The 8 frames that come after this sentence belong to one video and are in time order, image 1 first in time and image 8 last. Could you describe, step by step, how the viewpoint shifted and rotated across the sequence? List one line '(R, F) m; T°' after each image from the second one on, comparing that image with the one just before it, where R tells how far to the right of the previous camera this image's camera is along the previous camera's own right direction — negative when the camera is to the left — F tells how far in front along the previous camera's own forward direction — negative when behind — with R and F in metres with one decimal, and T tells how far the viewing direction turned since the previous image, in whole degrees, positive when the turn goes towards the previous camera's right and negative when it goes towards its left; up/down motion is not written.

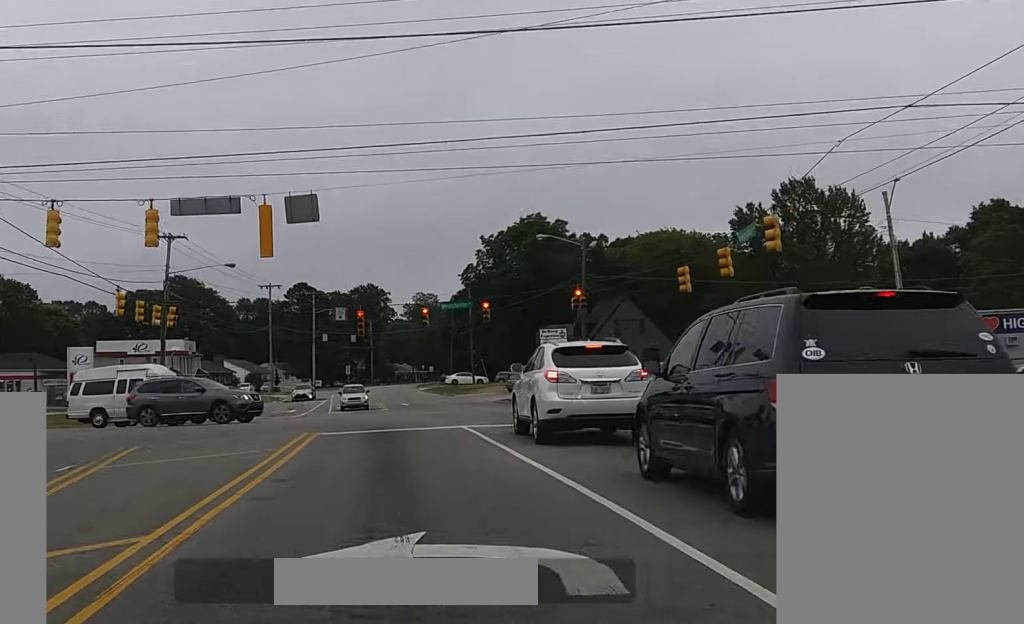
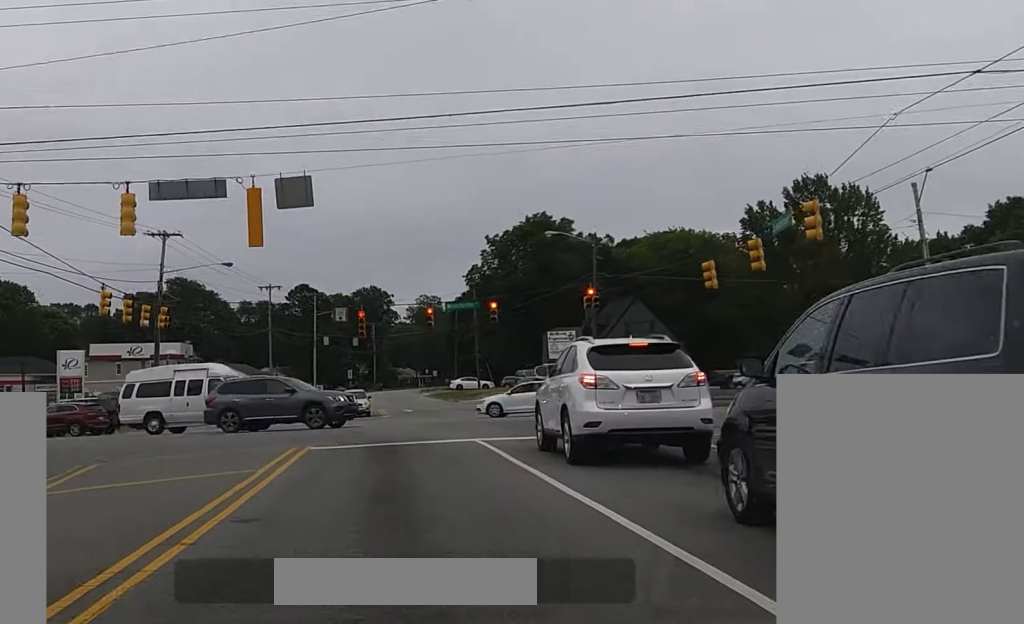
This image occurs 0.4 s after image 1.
(+0.3, +2.8) m; 0°
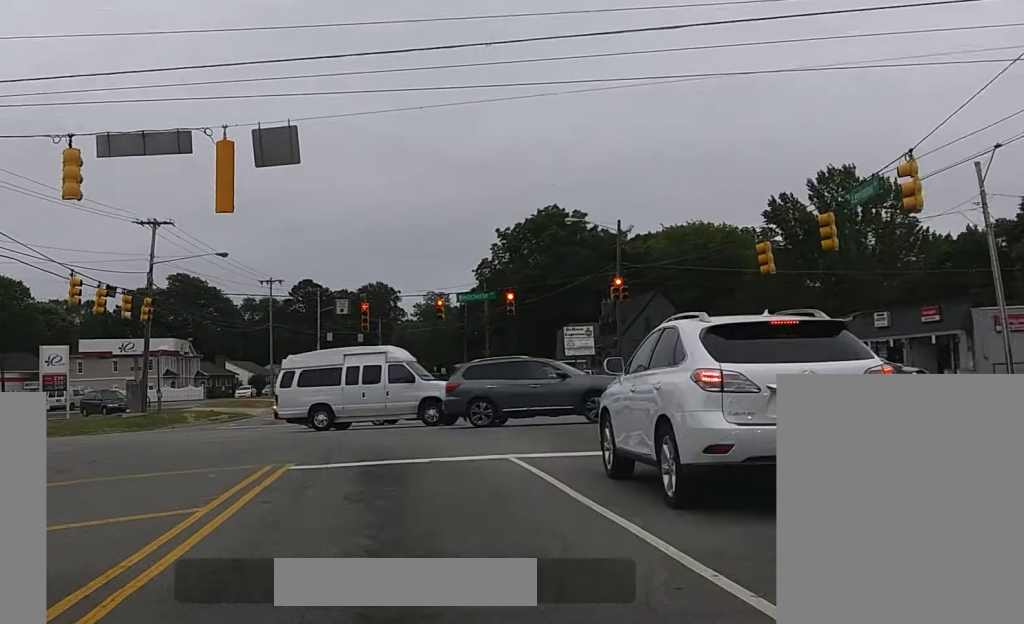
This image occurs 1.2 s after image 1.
(0.0, +4.8) m; -3°
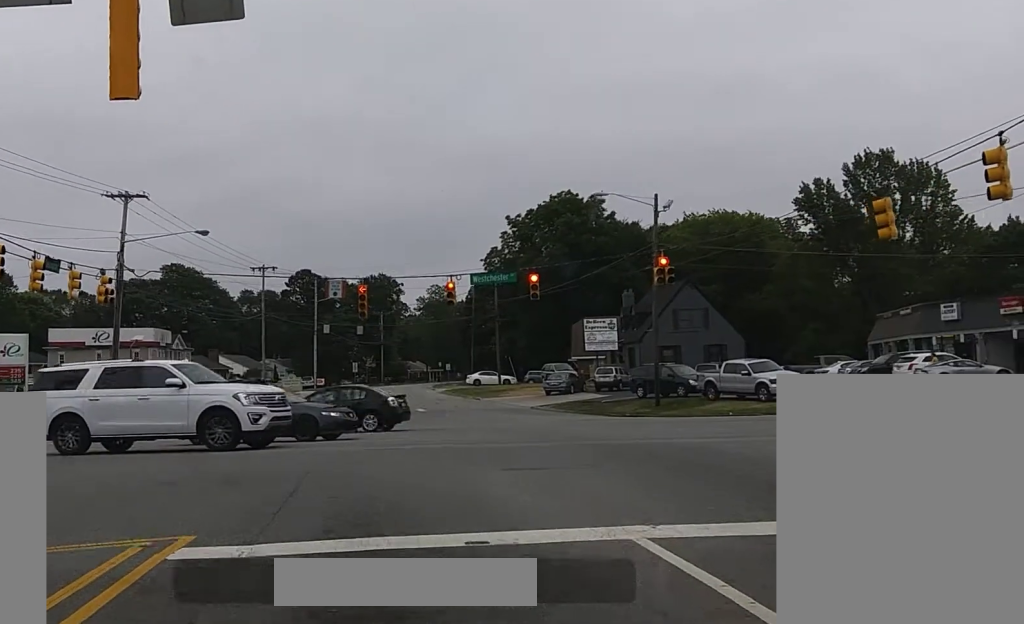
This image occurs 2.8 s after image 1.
(-0.9, +7.5) m; -8°
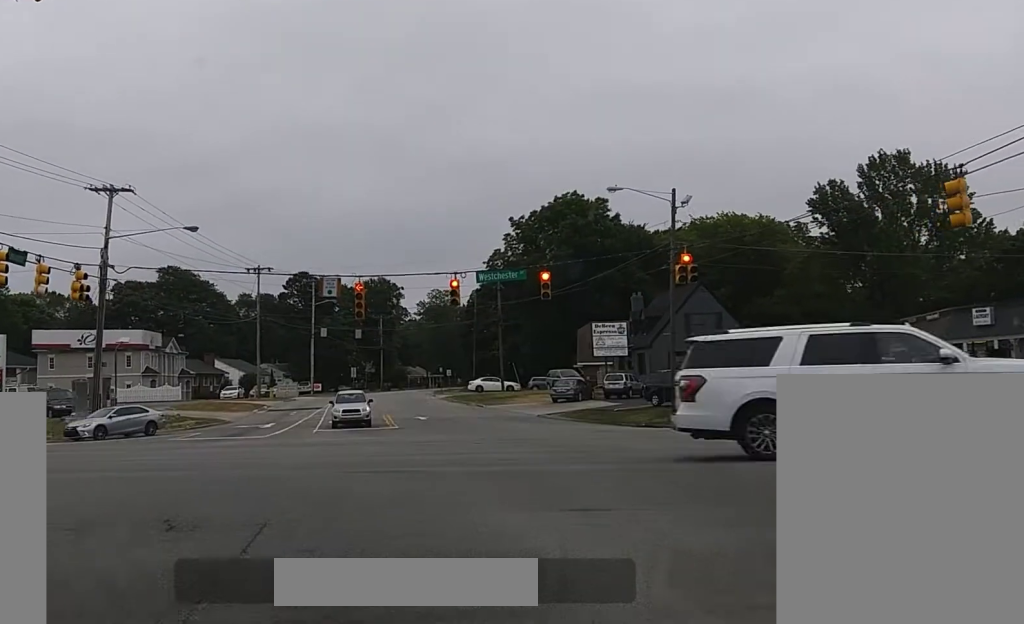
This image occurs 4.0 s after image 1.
(+0.1, +3.1) m; -5°
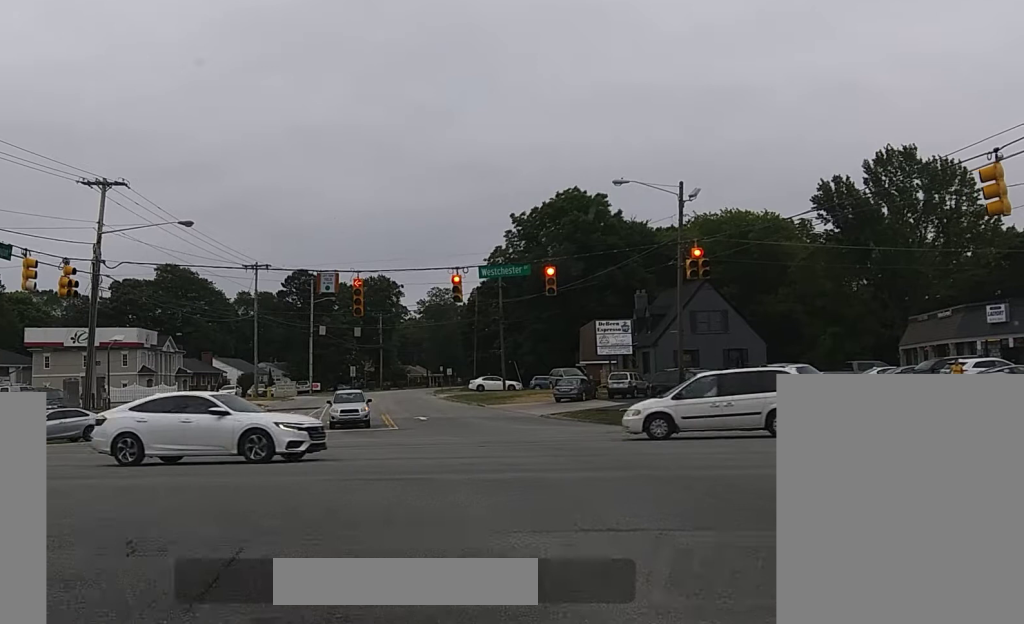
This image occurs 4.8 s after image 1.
(-0.3, +1.4) m; -4°
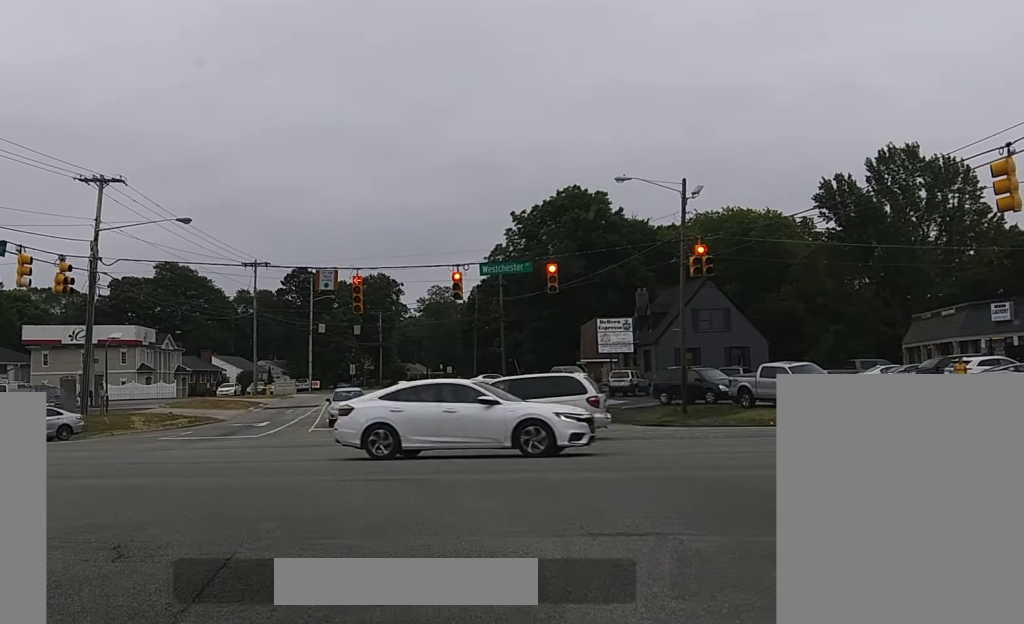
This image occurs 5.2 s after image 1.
(+0.1, +0.4) m; 0°
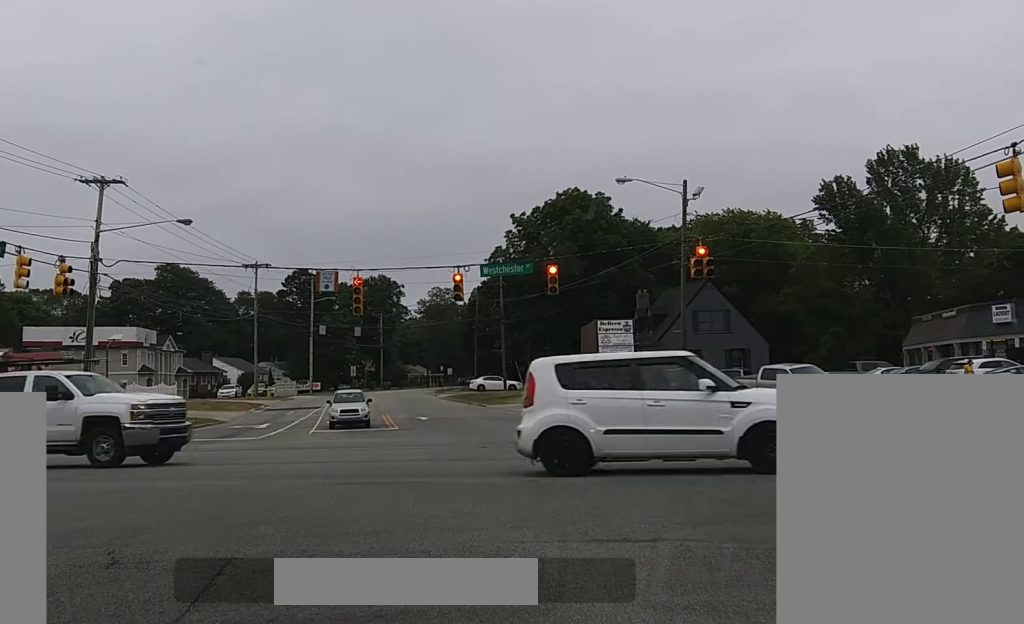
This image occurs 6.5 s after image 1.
(+0.4, +0.7) m; 0°
